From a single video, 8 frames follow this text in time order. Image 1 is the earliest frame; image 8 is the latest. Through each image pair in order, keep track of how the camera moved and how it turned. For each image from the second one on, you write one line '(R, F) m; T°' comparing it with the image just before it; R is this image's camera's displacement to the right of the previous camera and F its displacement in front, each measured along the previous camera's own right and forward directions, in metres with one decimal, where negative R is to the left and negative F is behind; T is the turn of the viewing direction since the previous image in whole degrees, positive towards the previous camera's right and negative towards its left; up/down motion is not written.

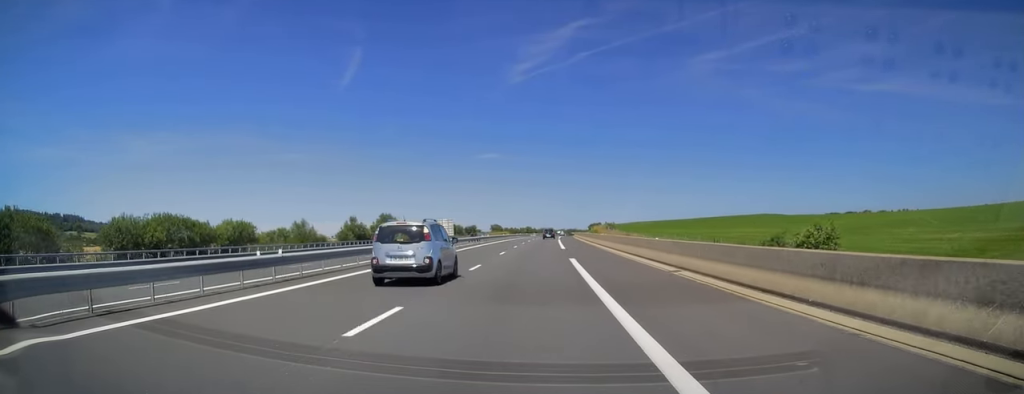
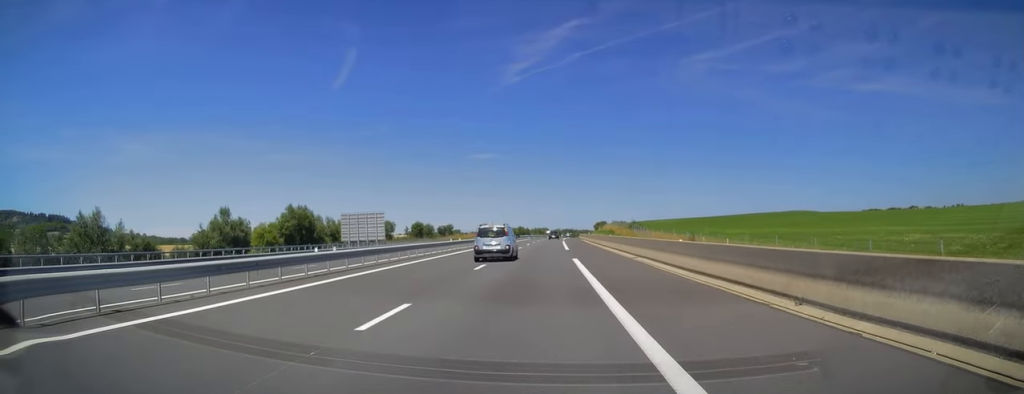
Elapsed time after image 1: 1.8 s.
(+0.3, +51.7) m; +1°
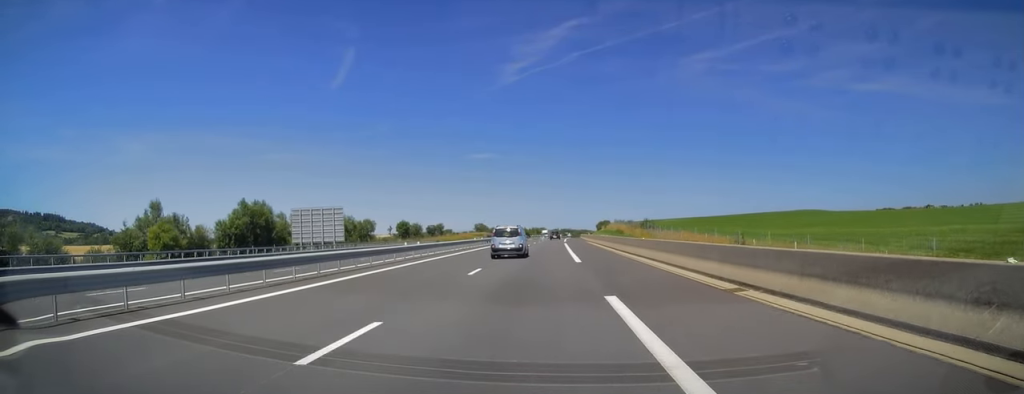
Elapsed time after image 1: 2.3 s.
(+0.1, +15.3) m; 0°
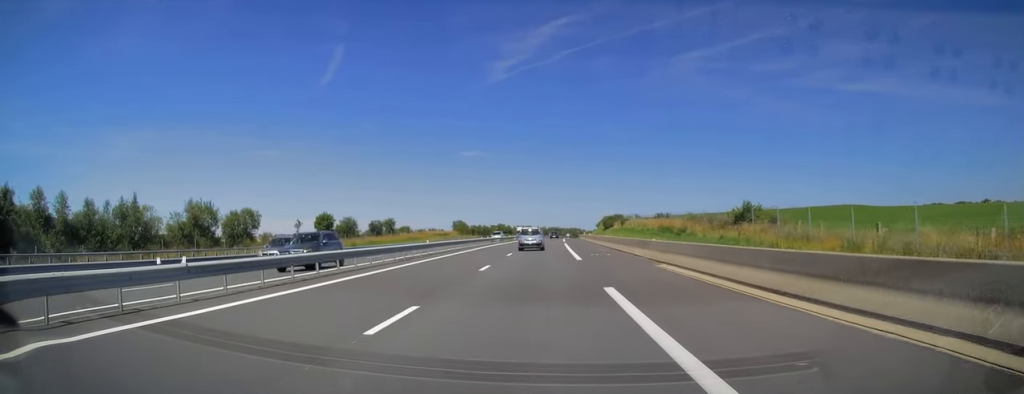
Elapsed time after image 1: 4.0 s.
(+0.3, +50.3) m; +1°
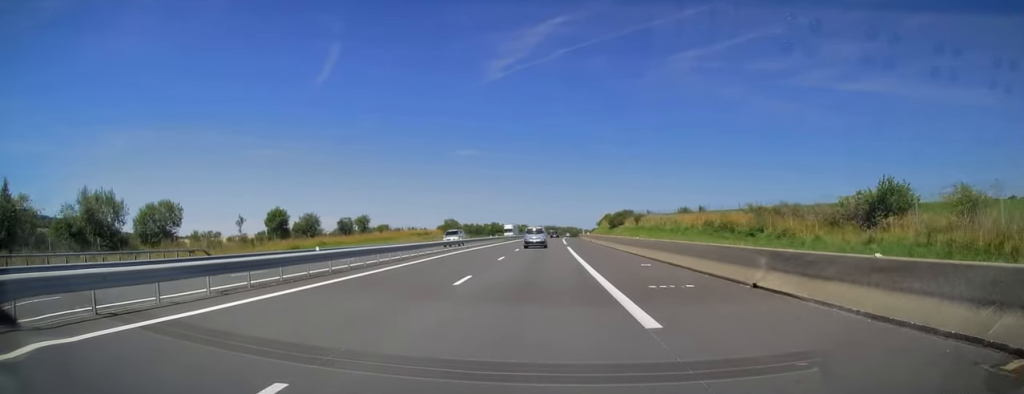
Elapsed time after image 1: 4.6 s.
(+0.2, +18.8) m; 0°
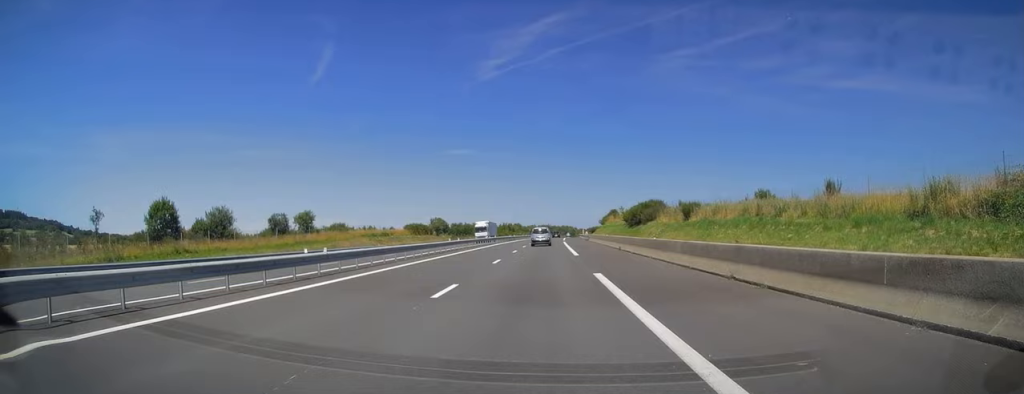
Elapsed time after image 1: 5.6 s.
(+0.1, +29.2) m; 0°
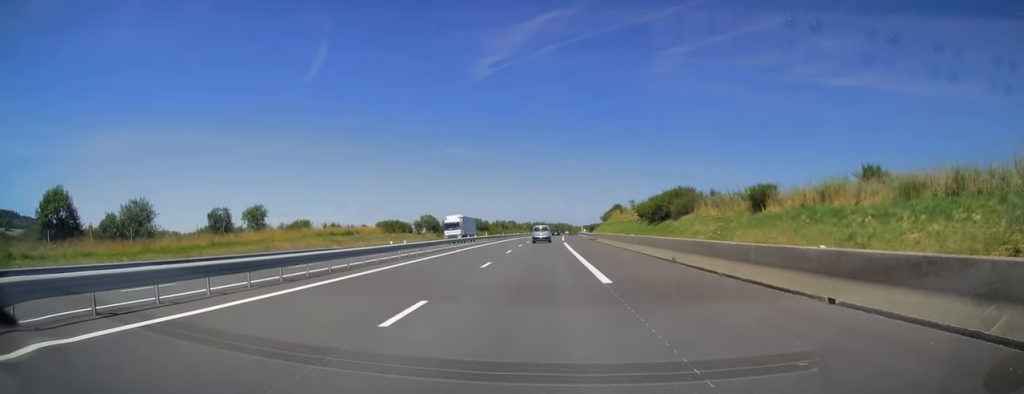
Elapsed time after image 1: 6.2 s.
(0.0, +16.8) m; 0°
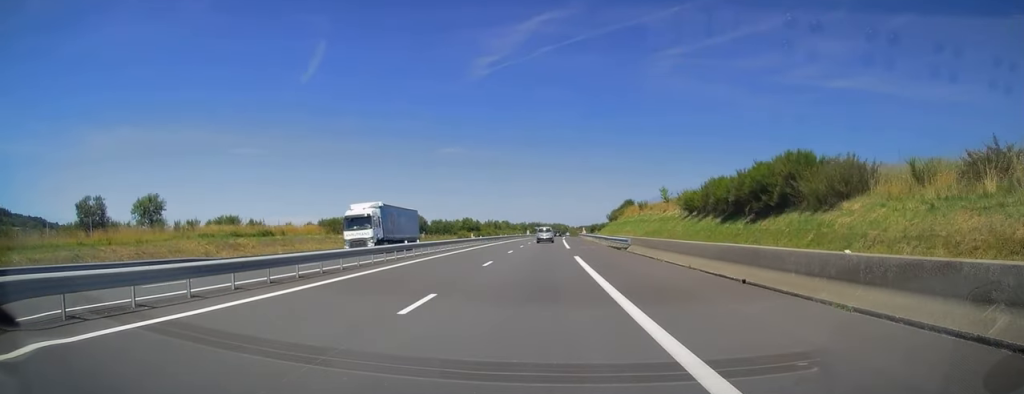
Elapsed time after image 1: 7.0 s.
(+0.1, +24.7) m; +1°
